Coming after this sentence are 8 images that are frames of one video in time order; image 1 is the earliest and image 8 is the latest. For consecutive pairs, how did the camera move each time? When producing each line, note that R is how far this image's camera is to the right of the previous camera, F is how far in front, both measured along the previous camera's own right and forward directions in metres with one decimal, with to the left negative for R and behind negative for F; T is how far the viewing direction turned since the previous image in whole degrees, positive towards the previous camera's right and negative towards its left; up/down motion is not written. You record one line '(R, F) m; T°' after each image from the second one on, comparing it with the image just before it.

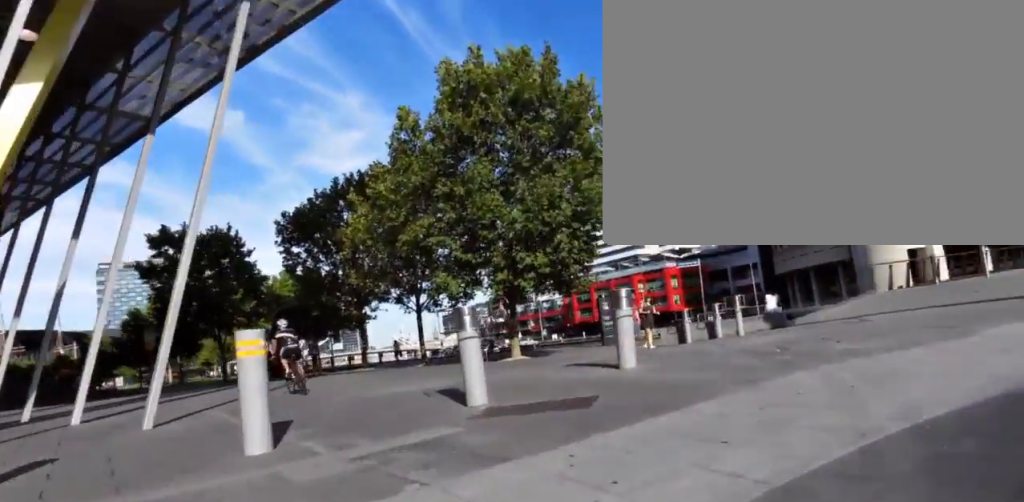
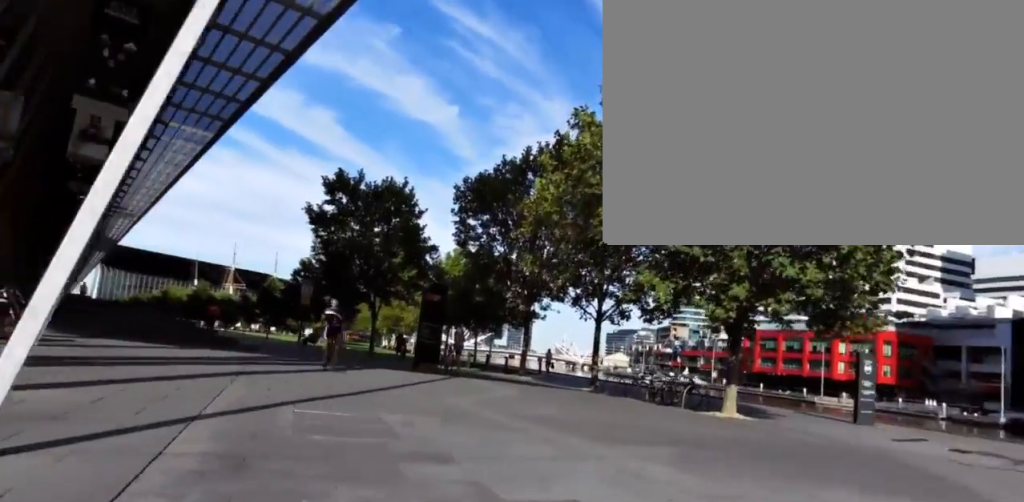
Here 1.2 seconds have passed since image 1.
(0.0, +6.5) m; -1°
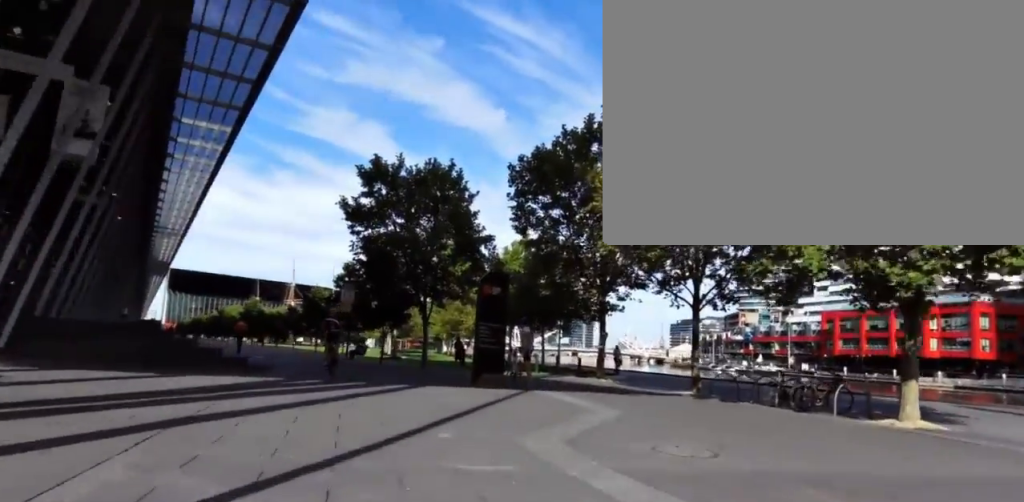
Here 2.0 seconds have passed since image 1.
(0.0, +5.2) m; -6°
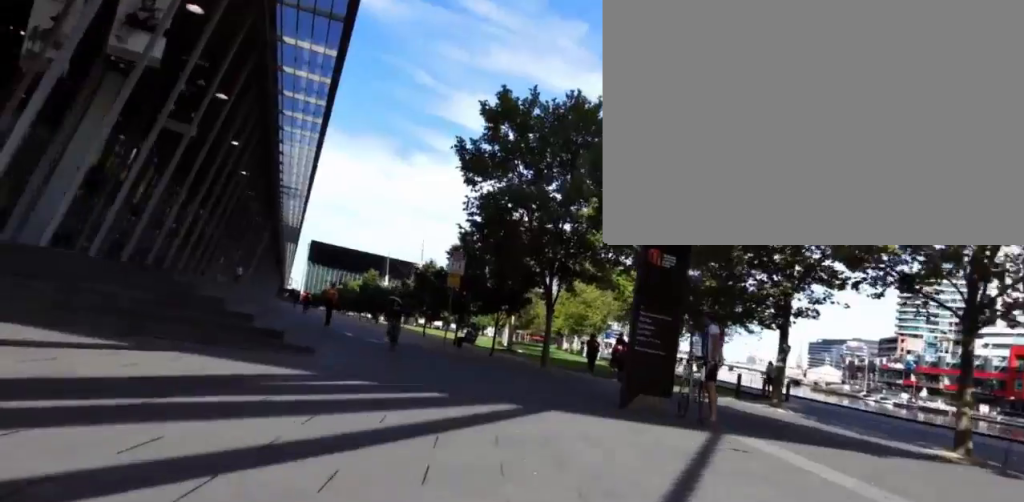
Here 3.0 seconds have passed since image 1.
(-0.7, +7.3) m; -11°
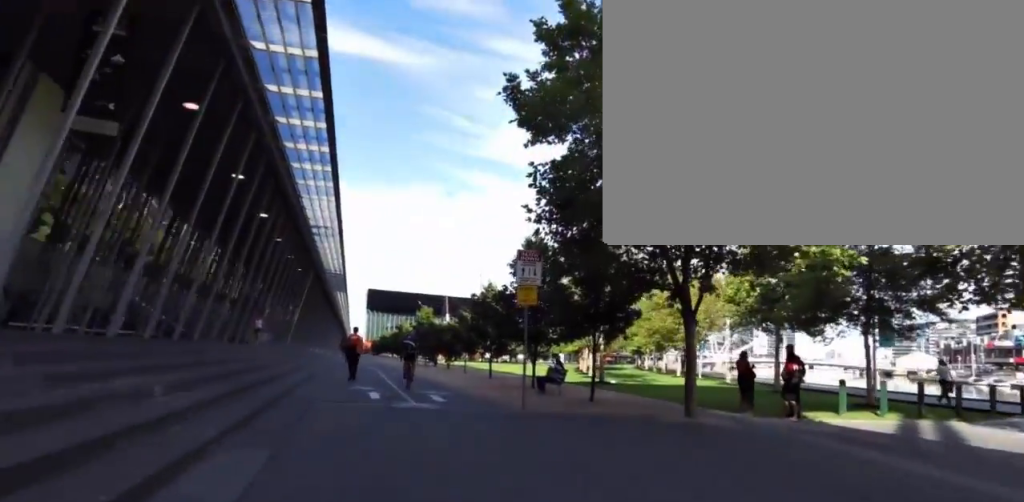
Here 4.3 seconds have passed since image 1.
(-0.8, +8.9) m; -13°
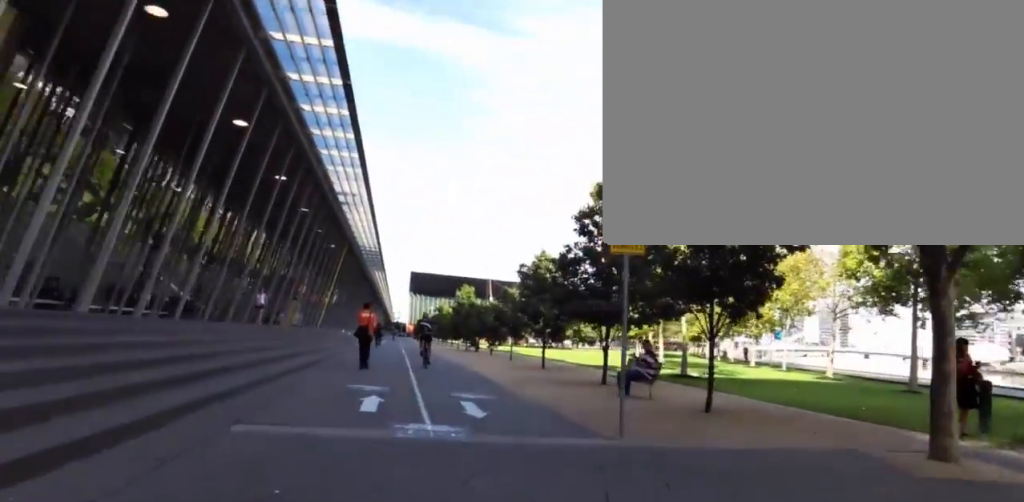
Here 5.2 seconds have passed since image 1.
(-0.7, +4.8) m; -6°
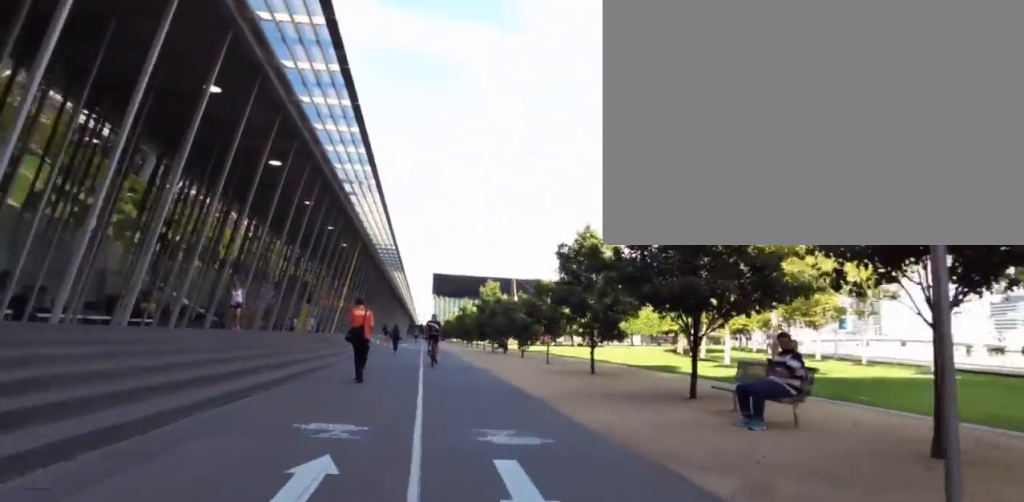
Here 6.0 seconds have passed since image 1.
(0.0, +4.2) m; +1°
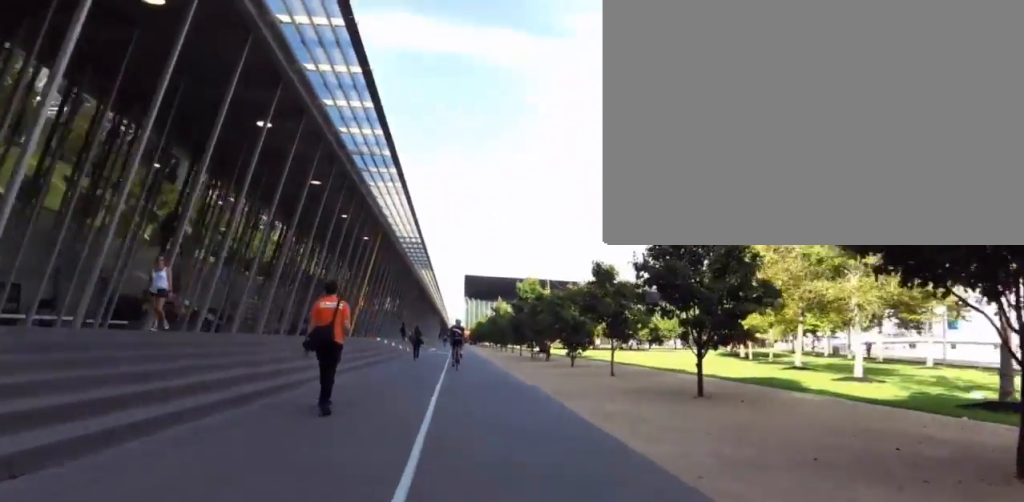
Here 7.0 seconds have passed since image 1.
(+0.3, +6.4) m; +1°
